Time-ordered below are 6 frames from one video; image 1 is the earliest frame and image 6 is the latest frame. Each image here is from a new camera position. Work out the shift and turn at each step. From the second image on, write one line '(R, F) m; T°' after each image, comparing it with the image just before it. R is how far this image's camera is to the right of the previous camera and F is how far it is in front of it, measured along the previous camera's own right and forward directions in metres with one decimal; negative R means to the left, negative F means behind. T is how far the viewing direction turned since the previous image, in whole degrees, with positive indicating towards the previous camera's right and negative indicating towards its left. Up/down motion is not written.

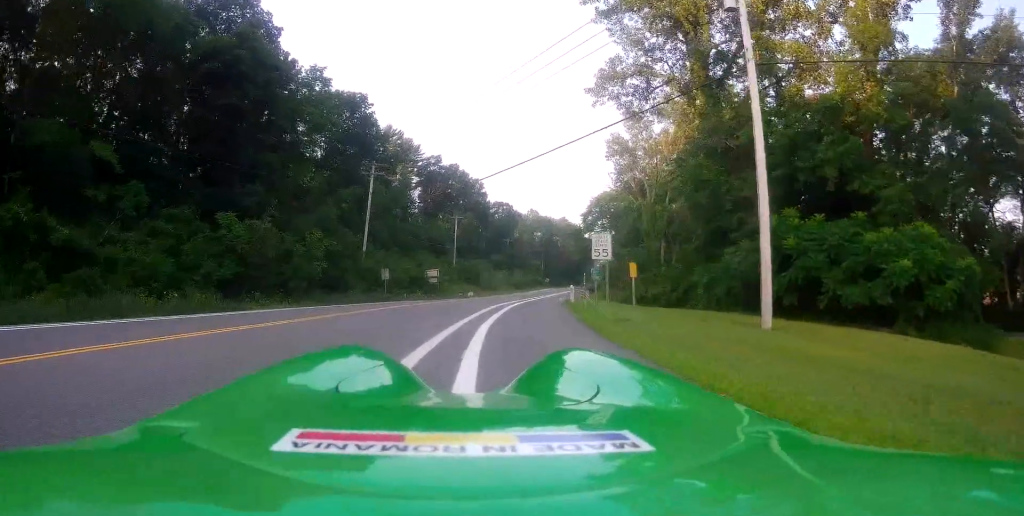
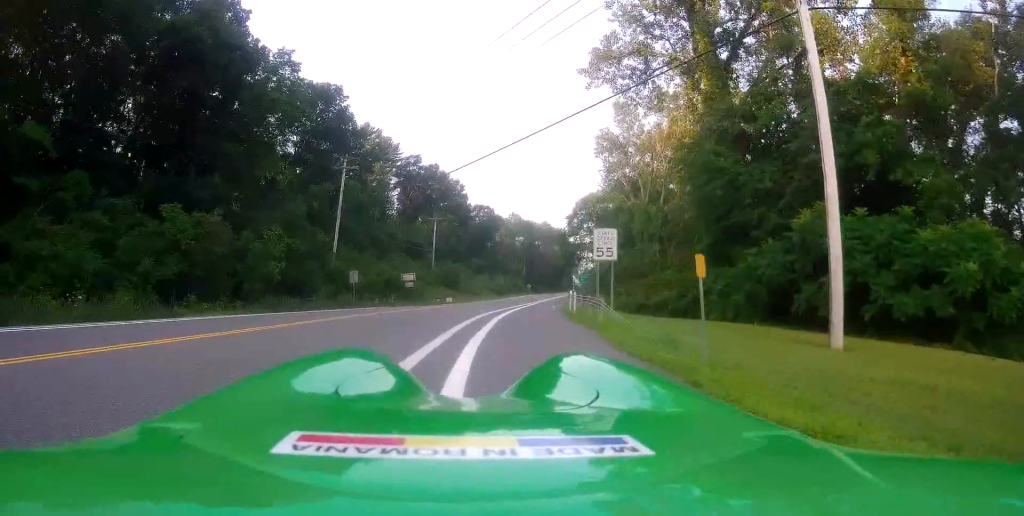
(-0.2, +4.6) m; +2°
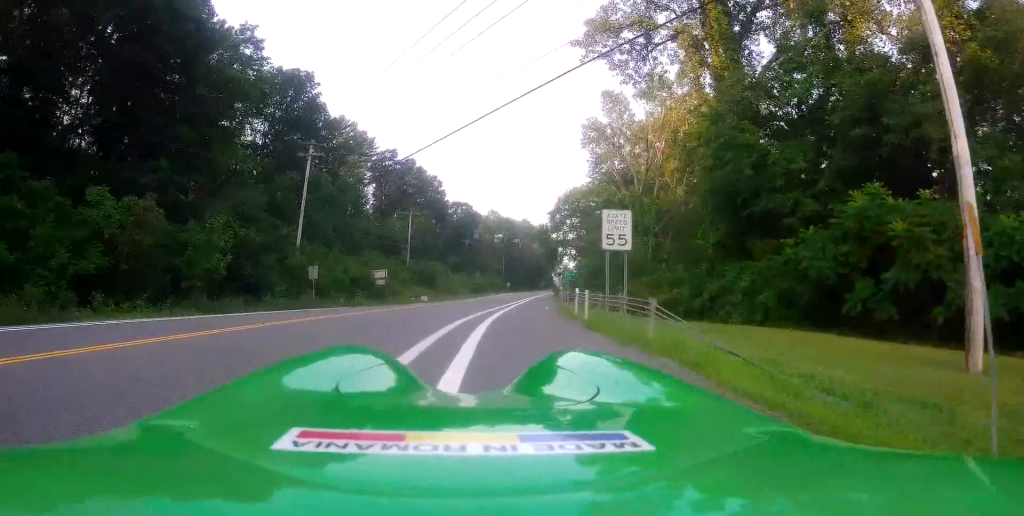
(+0.1, +4.8) m; +4°
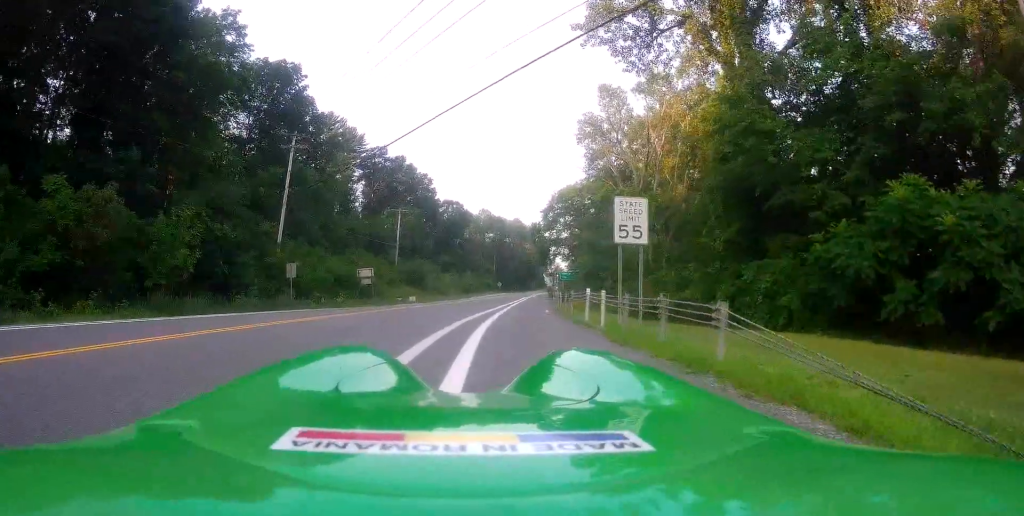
(+0.3, +2.6) m; +2°
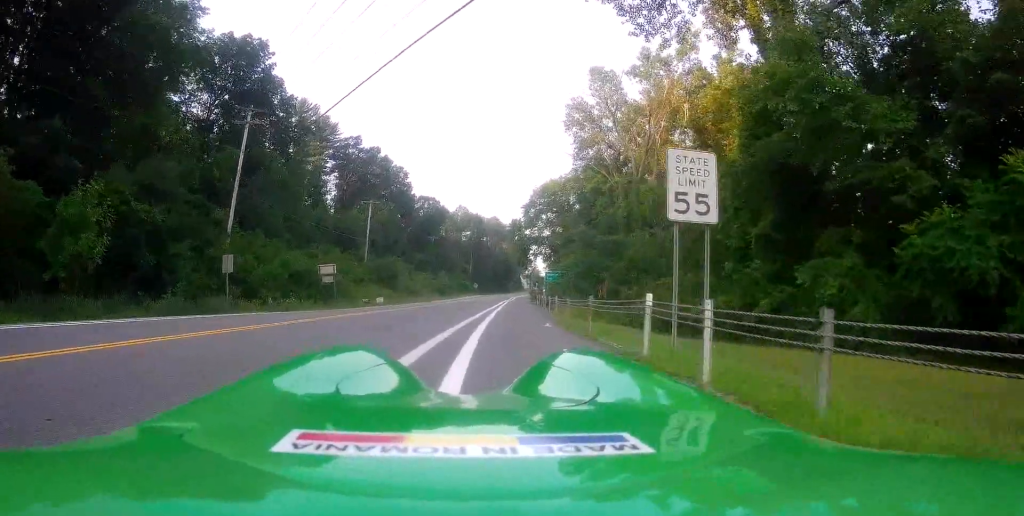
(0.0, +5.6) m; +1°
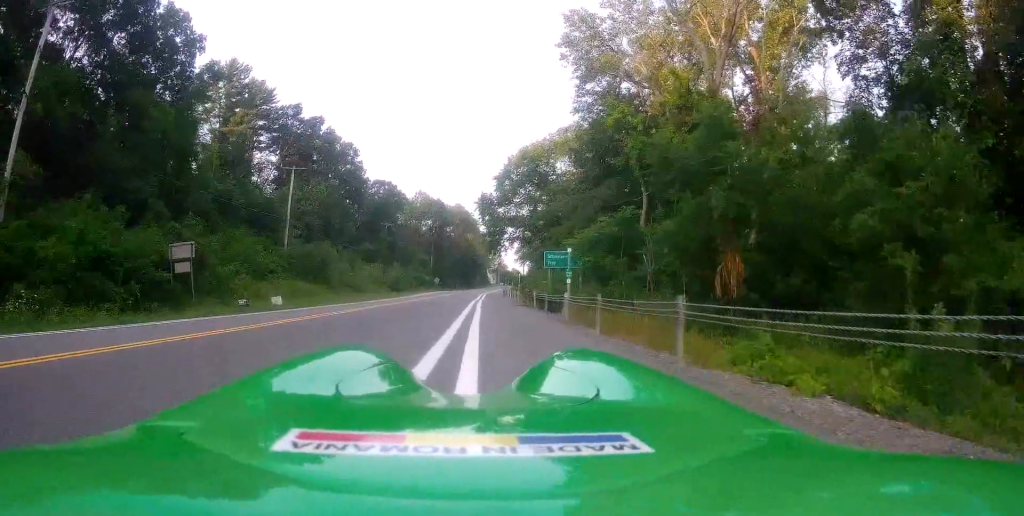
(+0.9, +20.0) m; +4°
